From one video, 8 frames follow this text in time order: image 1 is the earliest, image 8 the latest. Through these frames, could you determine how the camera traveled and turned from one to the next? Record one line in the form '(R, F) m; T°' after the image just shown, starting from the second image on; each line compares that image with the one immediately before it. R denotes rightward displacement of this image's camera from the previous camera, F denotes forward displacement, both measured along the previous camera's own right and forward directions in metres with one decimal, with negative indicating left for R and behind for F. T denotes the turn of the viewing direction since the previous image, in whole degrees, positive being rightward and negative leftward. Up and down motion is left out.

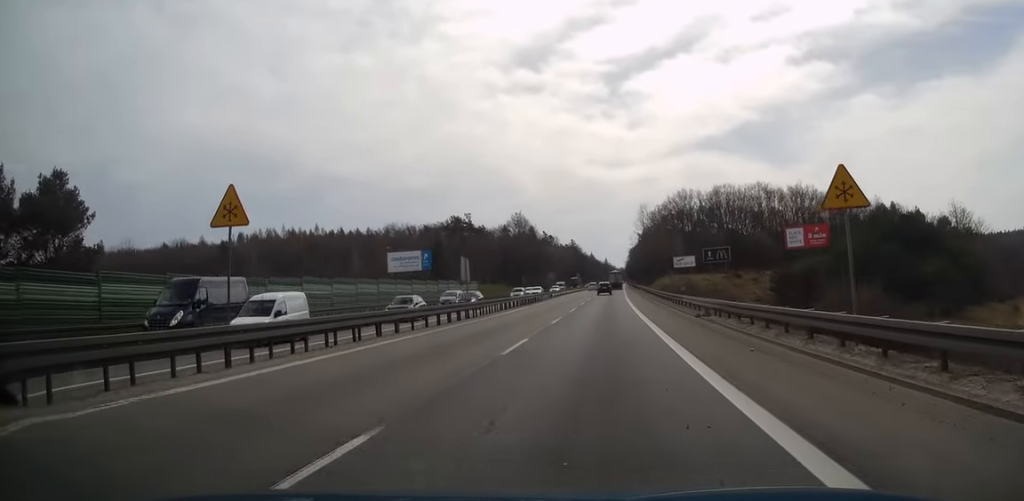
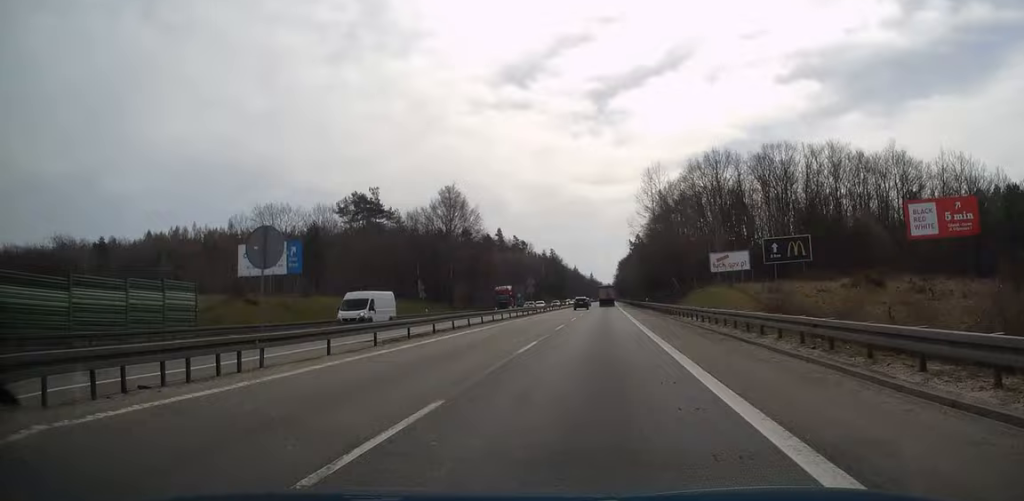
(+0.9, +71.8) m; +1°
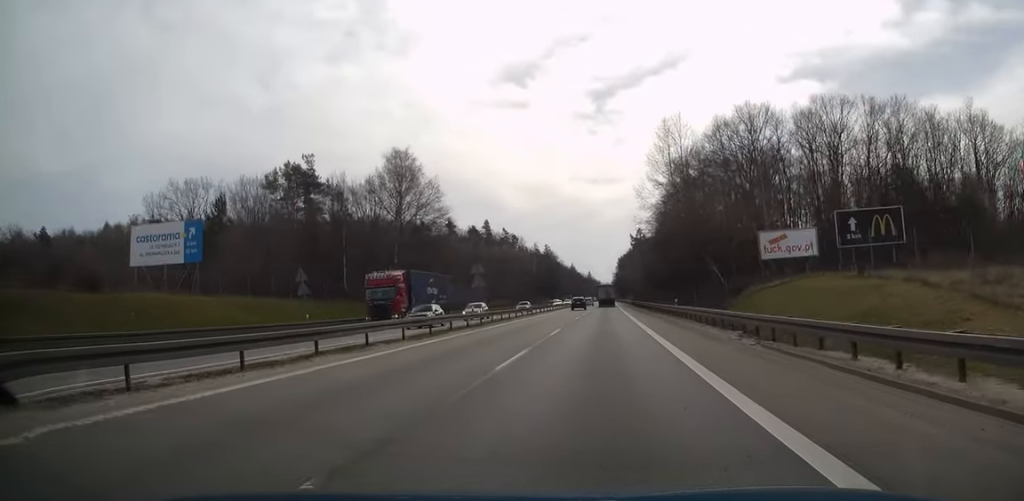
(+0.1, +29.1) m; 0°
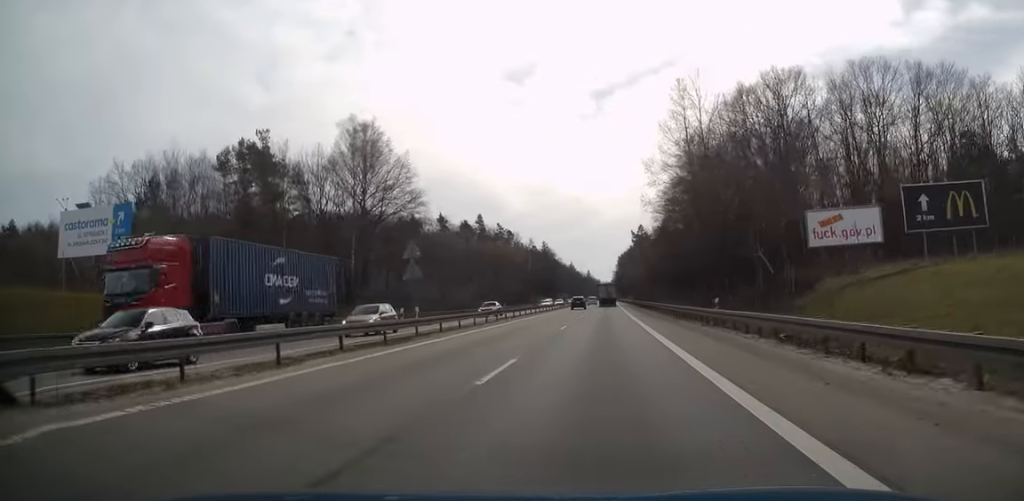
(0.0, +14.4) m; 0°
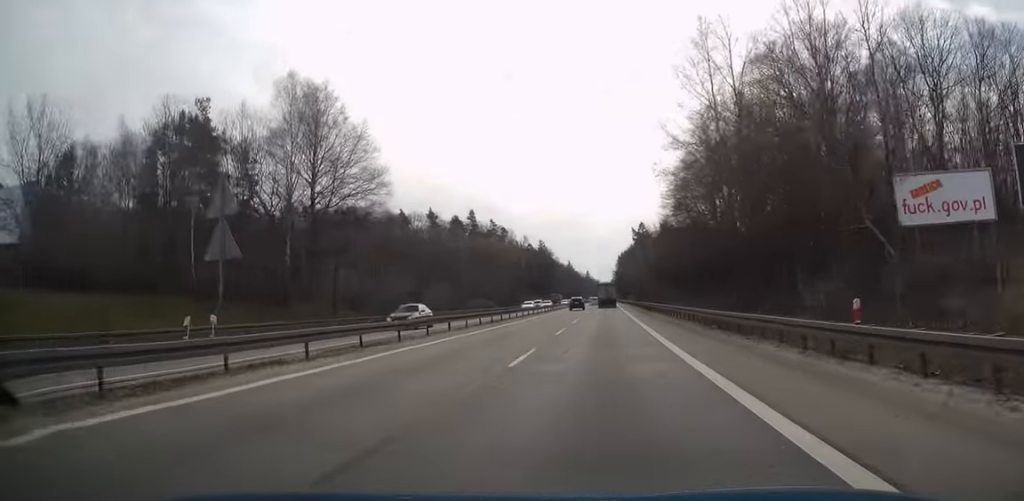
(0.0, +14.5) m; 0°
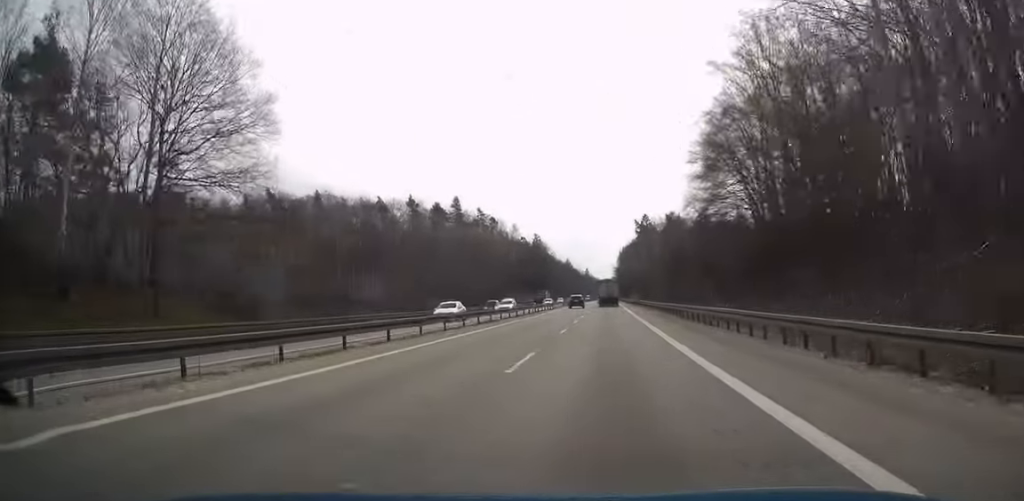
(0.0, +25.7) m; 0°
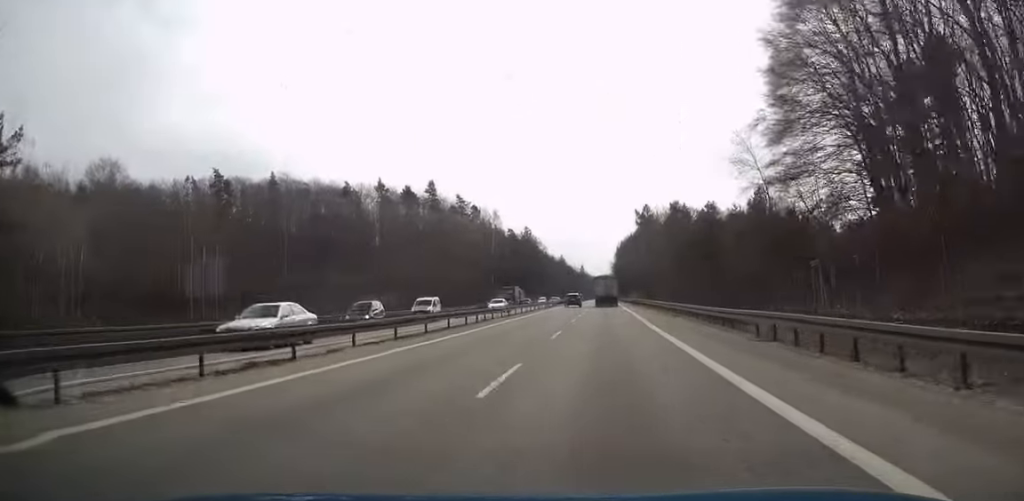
(0.0, +27.4) m; 0°
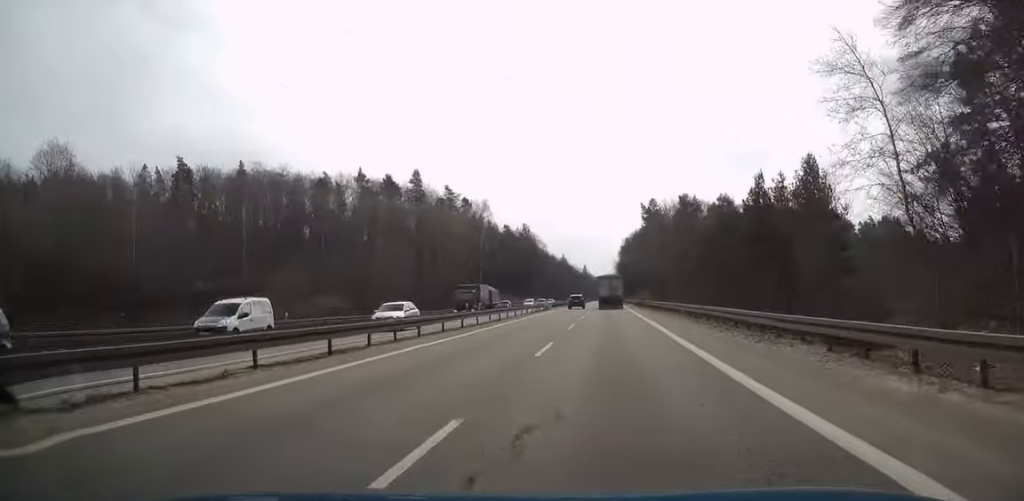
(+0.1, +18.3) m; 0°
